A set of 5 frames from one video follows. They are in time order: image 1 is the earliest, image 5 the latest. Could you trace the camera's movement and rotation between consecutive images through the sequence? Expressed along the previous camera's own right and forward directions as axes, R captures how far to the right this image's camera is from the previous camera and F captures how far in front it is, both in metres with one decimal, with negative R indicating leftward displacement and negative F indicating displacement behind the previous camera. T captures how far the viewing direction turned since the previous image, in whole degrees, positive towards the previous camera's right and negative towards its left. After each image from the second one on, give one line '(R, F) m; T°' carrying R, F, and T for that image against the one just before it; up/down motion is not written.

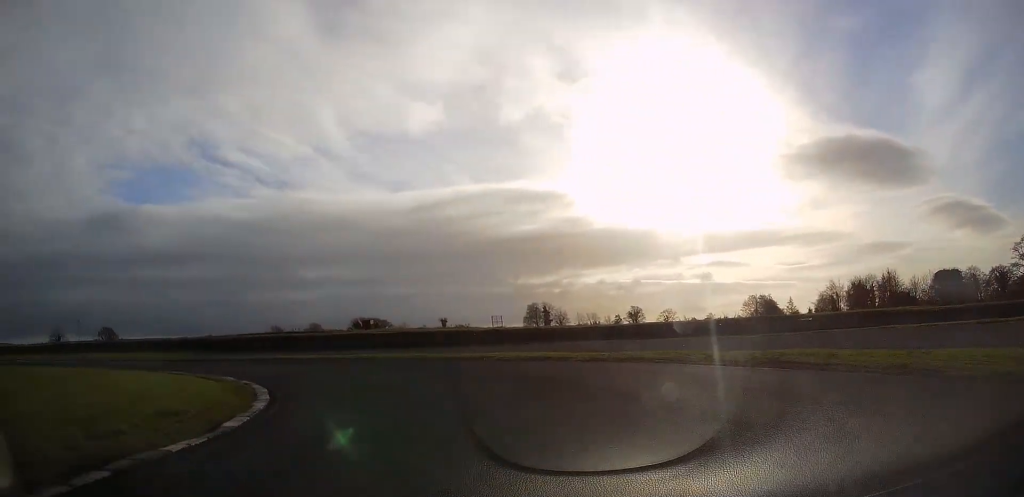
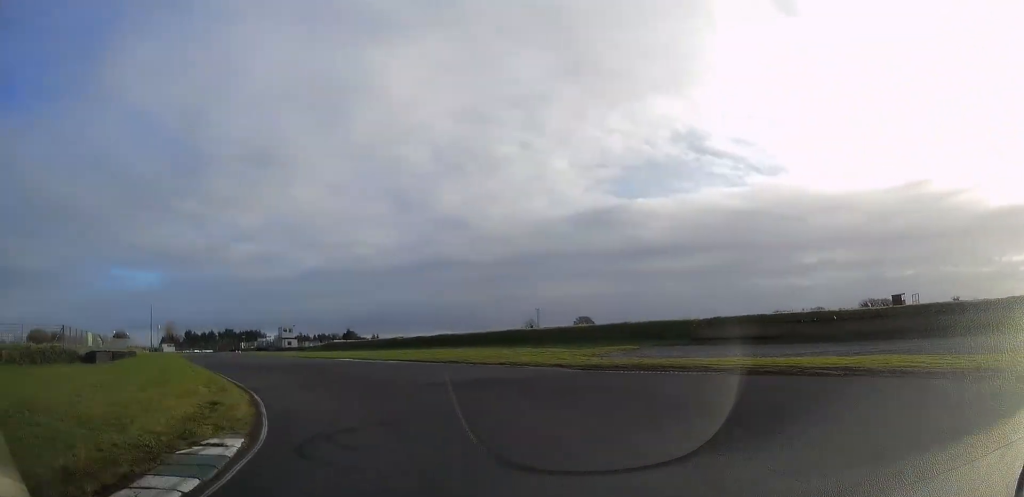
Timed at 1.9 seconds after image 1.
(-12.5, +28.0) m; -44°
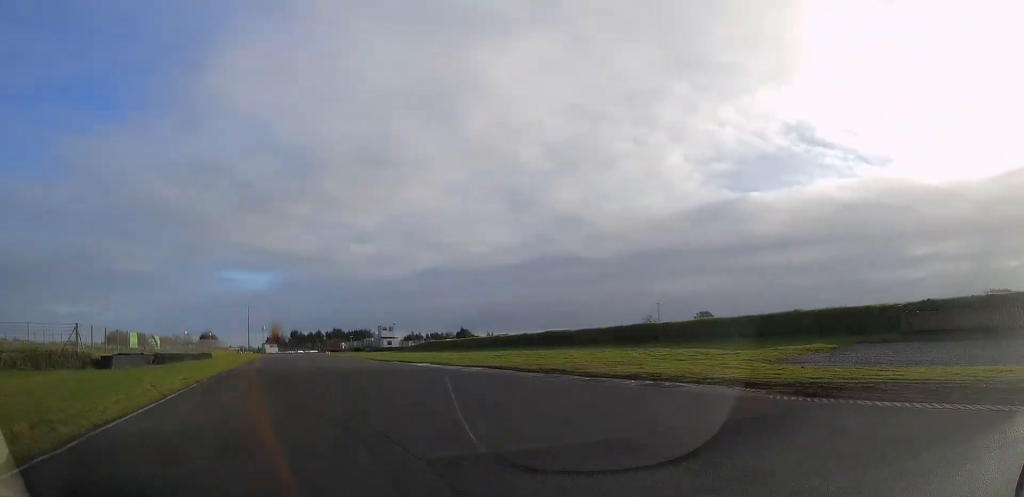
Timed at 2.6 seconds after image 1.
(-1.1, +11.7) m; -11°
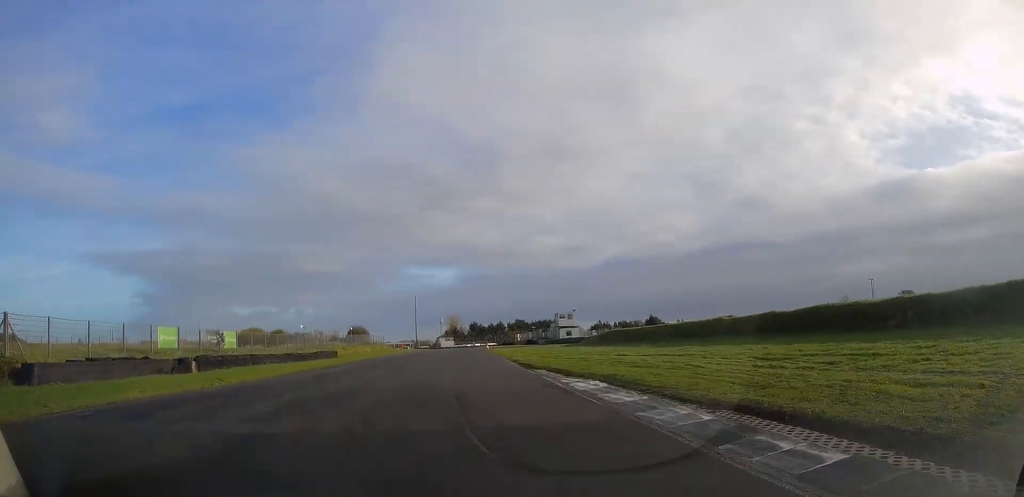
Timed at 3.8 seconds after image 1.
(-3.1, +22.3) m; -13°
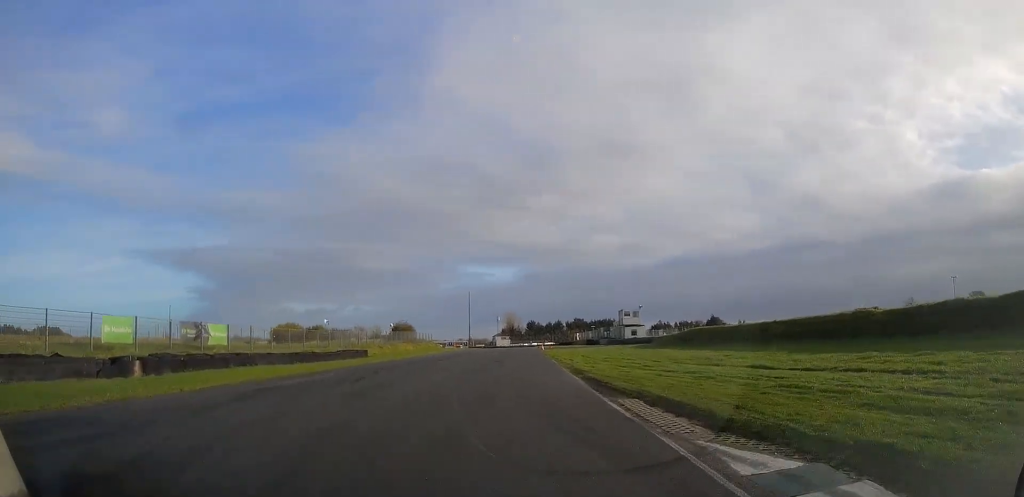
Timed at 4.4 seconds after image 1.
(-0.8, +11.8) m; -5°
